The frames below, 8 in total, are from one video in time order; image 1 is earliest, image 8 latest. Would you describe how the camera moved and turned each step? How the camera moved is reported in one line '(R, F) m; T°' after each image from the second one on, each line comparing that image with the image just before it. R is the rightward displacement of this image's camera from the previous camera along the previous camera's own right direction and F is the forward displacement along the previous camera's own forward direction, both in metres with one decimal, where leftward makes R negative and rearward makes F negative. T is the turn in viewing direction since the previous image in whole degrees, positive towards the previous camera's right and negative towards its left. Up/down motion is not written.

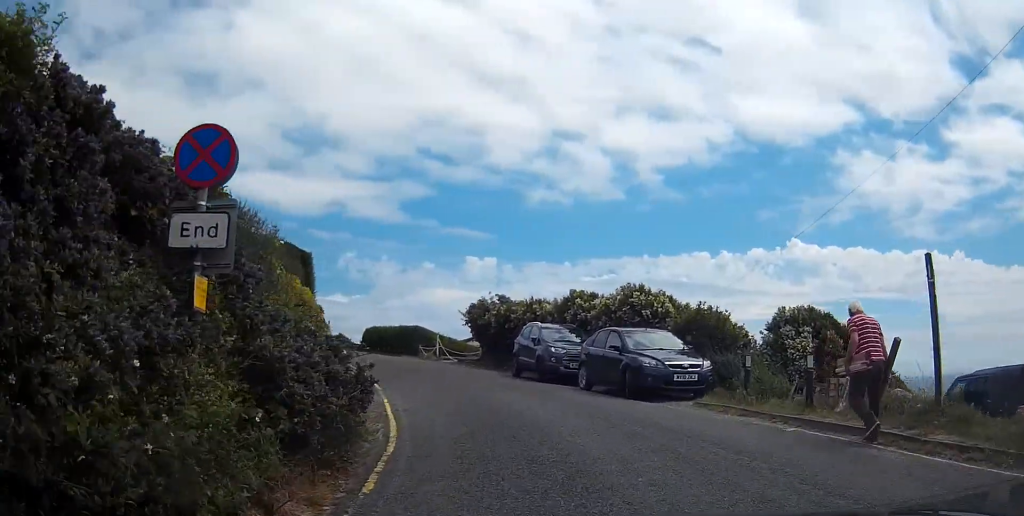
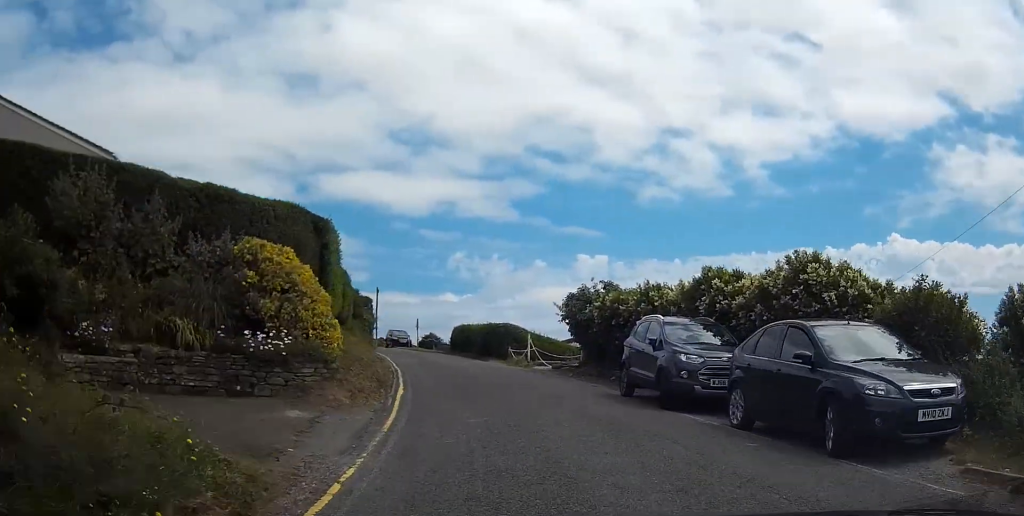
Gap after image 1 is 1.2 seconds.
(-0.6, +7.4) m; -11°
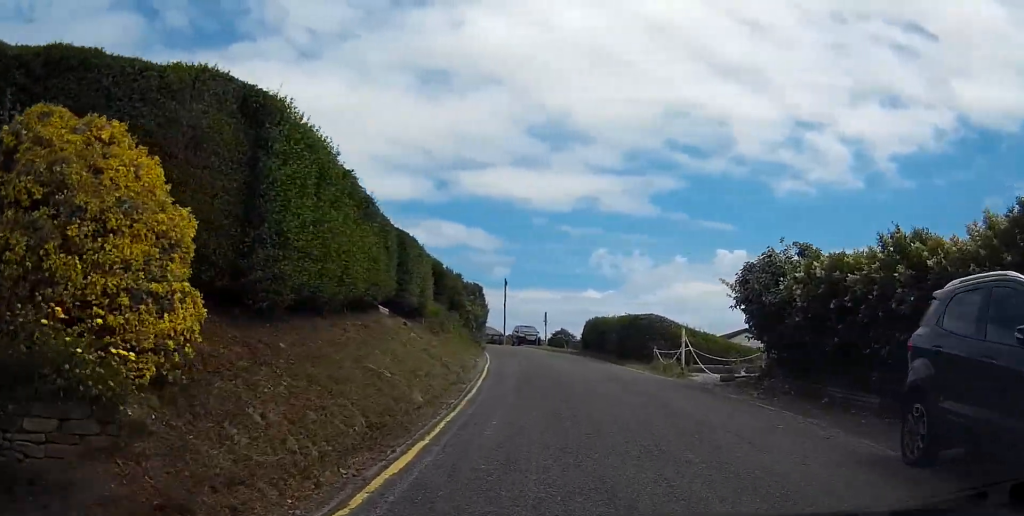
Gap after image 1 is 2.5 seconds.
(-0.9, +9.0) m; 0°
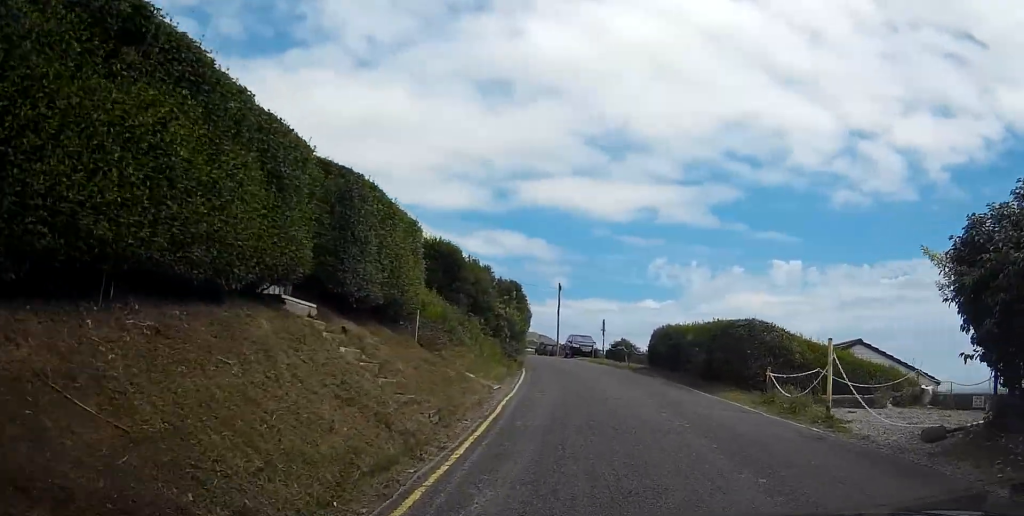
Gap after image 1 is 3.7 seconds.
(+0.8, +8.0) m; -1°
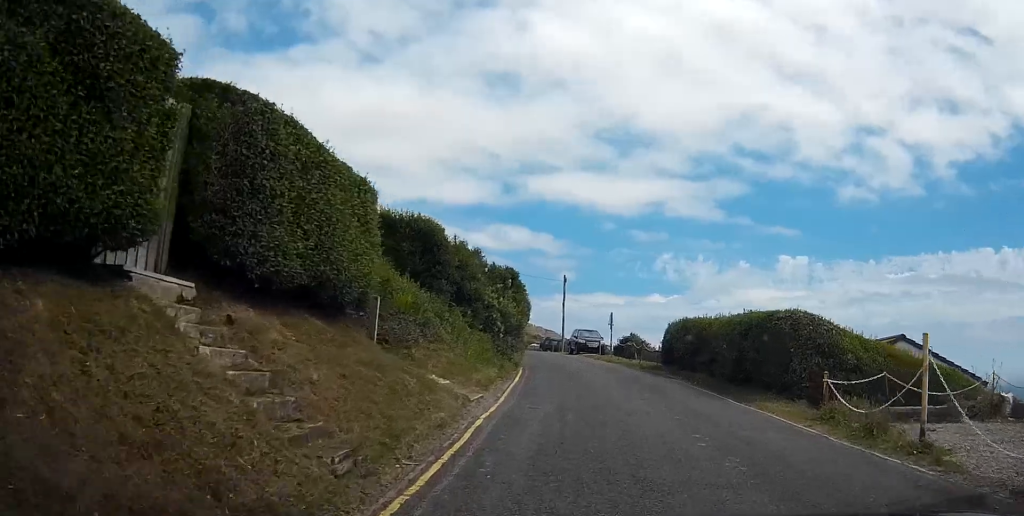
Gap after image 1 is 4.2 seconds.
(-0.3, +3.3) m; -5°
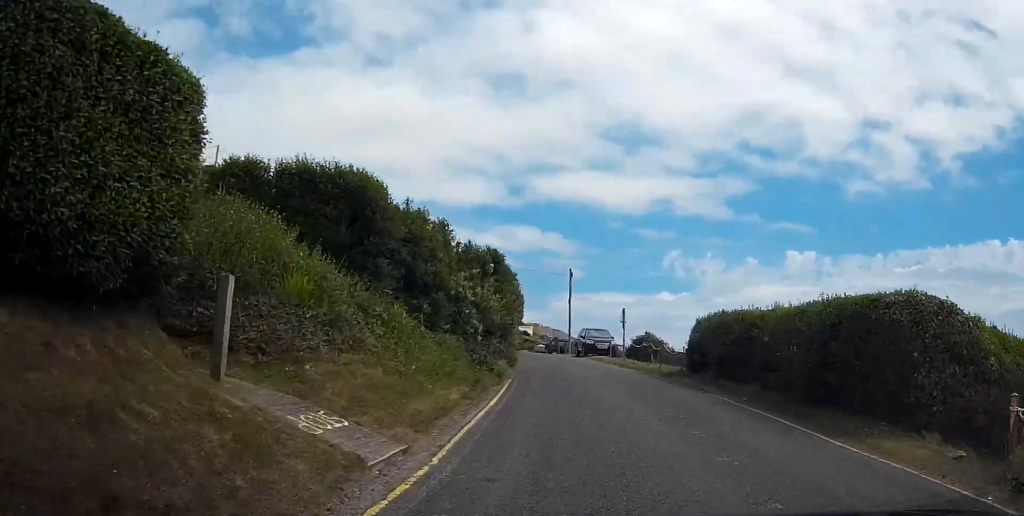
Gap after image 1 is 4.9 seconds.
(-0.4, +5.2) m; -6°
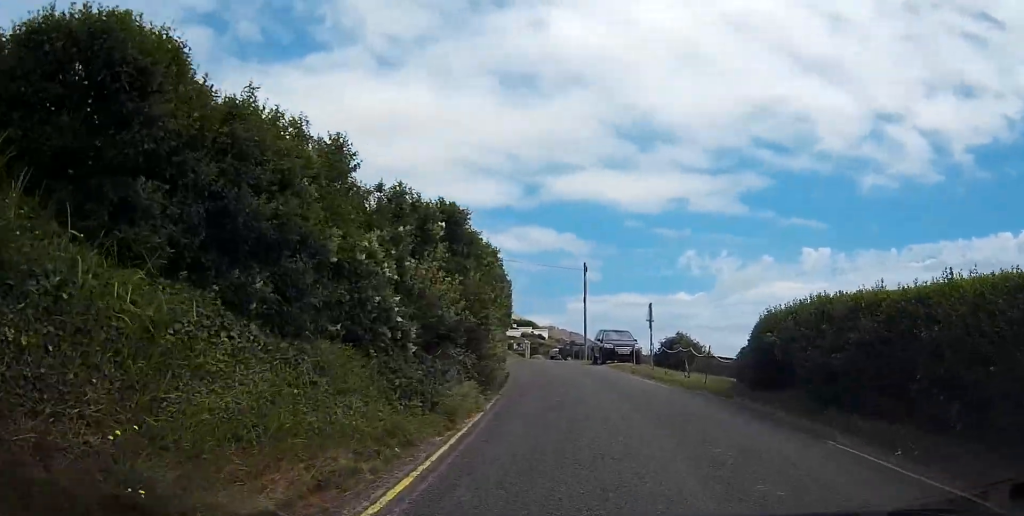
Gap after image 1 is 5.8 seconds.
(-0.3, +6.4) m; -5°
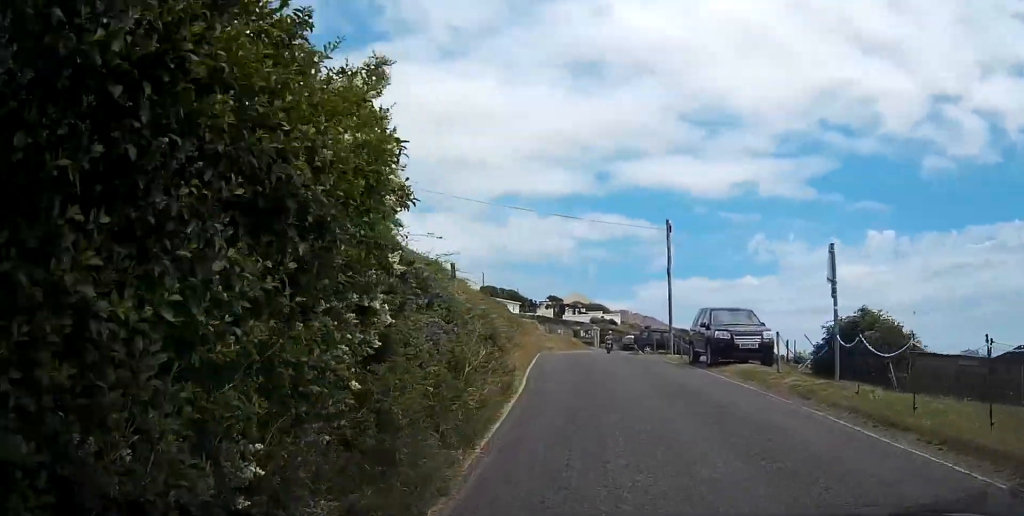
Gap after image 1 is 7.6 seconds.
(-1.0, +12.9) m; -7°
